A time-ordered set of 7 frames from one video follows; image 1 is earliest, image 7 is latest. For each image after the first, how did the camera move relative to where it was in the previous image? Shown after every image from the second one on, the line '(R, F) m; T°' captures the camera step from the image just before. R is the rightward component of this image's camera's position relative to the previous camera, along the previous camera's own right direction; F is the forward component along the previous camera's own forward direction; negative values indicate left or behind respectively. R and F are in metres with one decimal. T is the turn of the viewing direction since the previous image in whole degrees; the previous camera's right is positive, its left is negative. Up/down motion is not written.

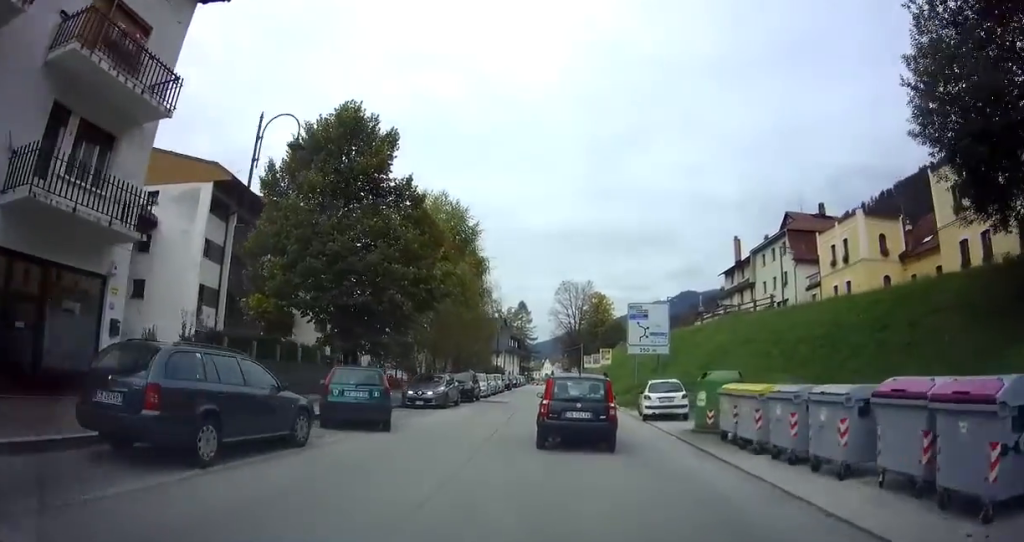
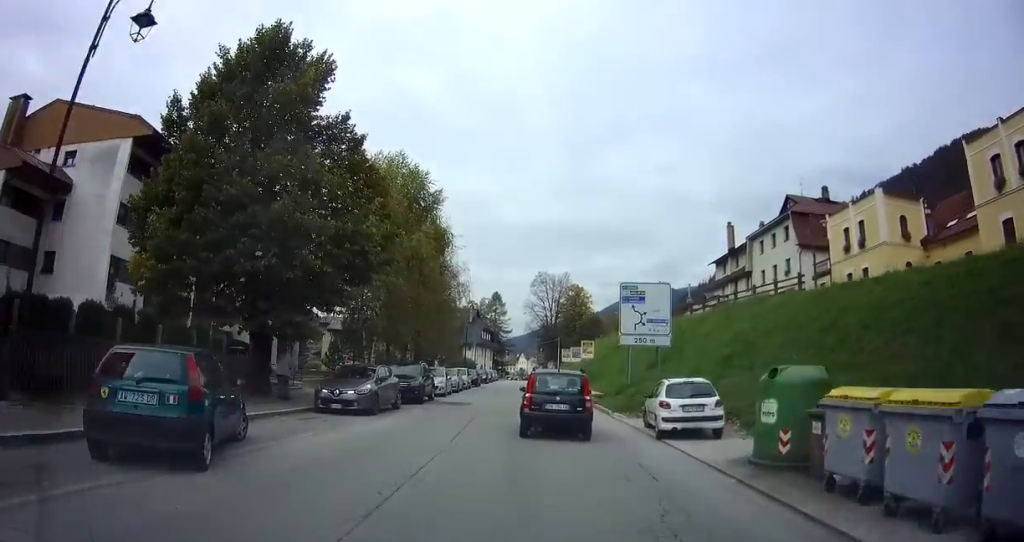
(-0.4, +6.0) m; +2°
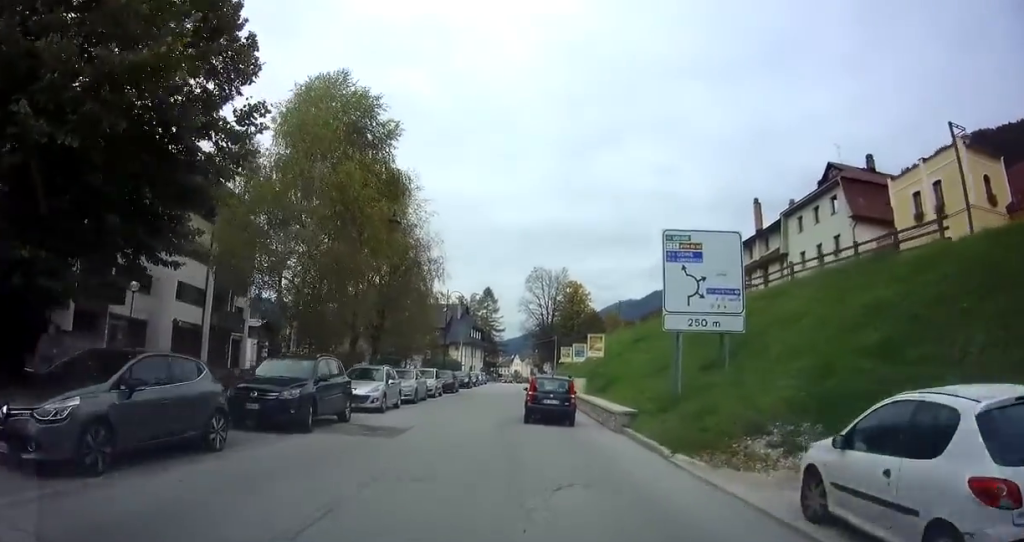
(+0.6, +10.7) m; +1°
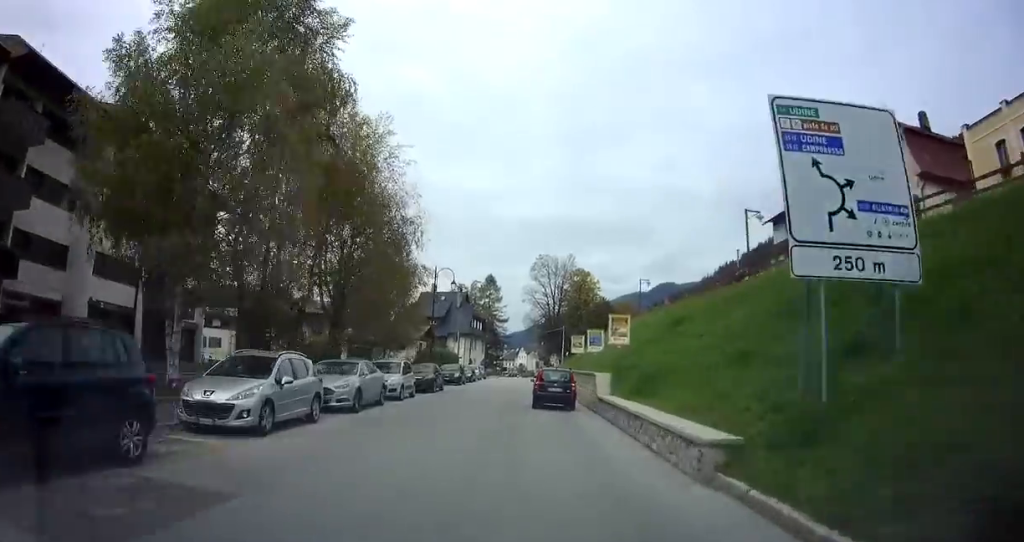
(-0.1, +8.2) m; +2°
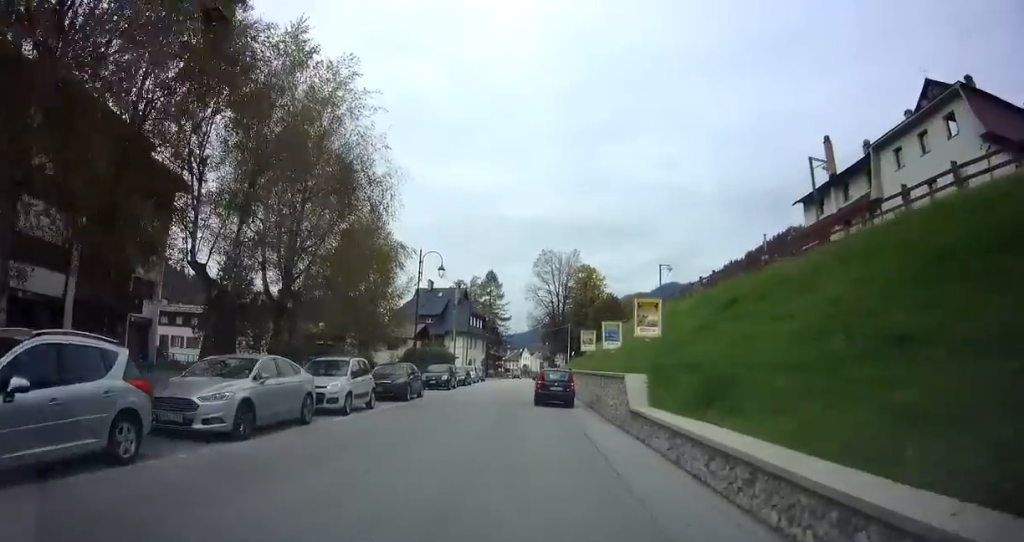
(+0.2, +6.4) m; +2°
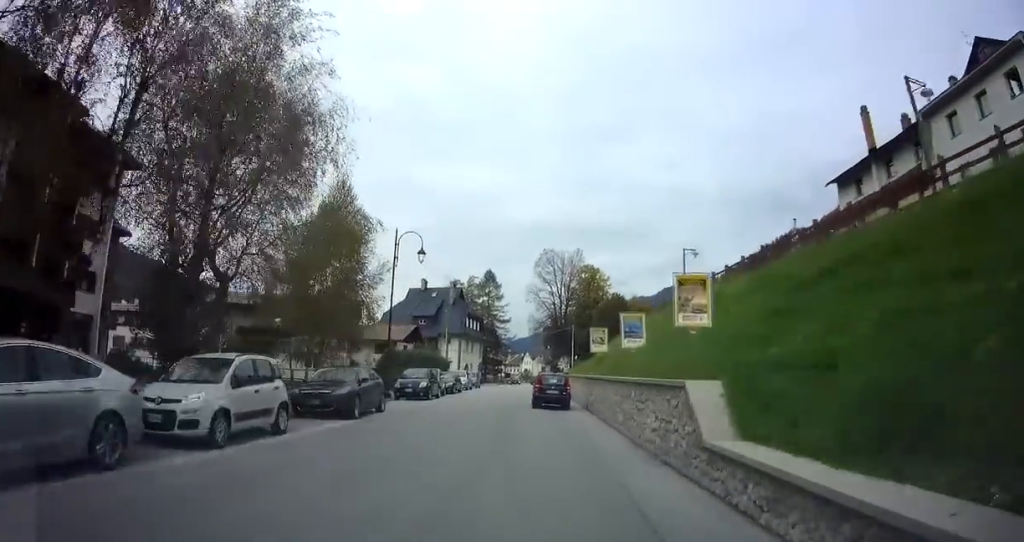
(+0.2, +6.5) m; 0°
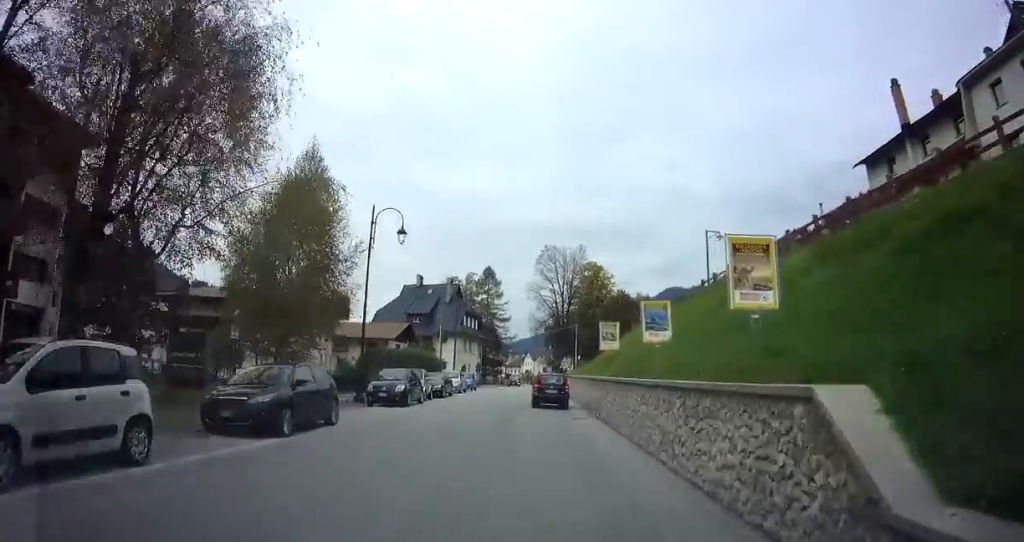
(-0.1, +4.4) m; -2°
